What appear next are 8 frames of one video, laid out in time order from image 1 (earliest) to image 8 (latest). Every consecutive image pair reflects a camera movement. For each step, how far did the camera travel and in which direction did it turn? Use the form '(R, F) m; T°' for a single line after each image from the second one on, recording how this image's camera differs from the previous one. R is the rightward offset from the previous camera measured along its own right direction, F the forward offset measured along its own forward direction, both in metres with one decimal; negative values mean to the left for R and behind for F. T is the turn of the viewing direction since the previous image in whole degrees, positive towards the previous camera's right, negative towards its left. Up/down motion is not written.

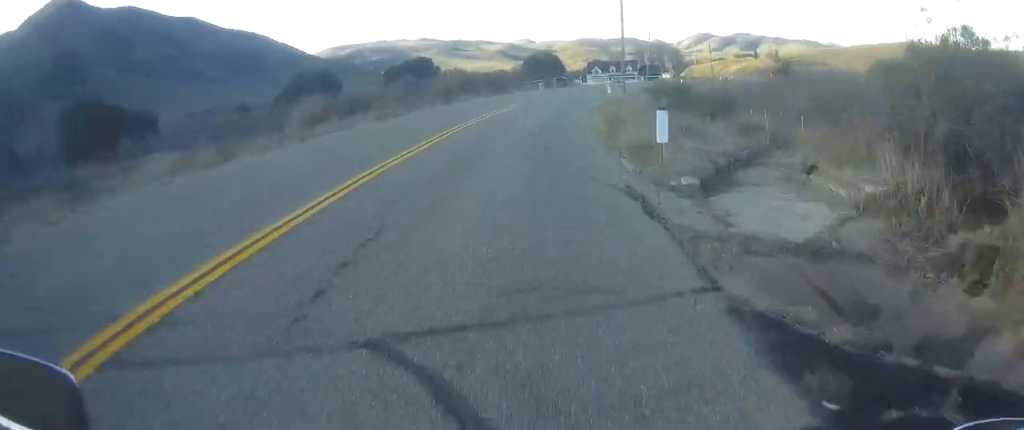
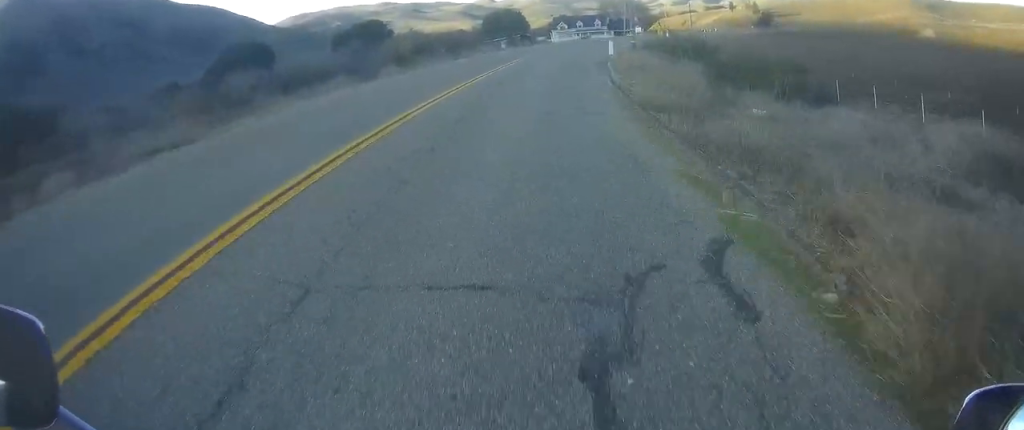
(+0.4, +17.2) m; +3°
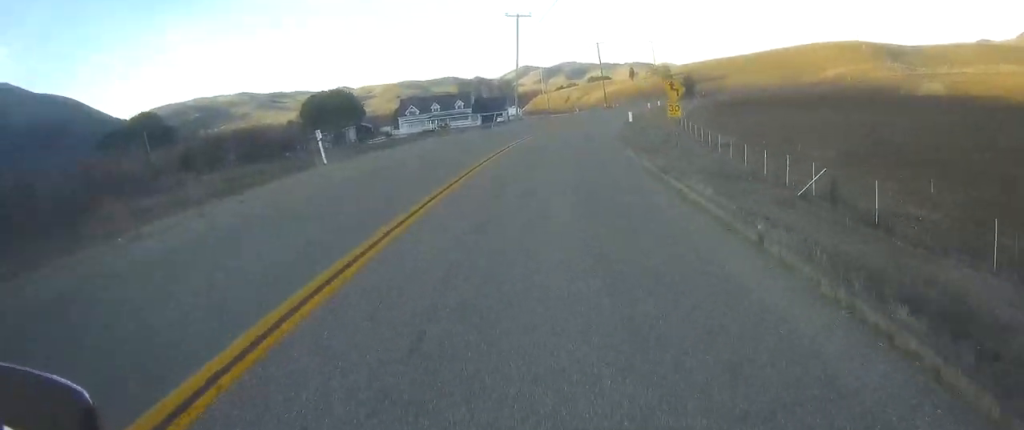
(+7.8, +61.1) m; +14°
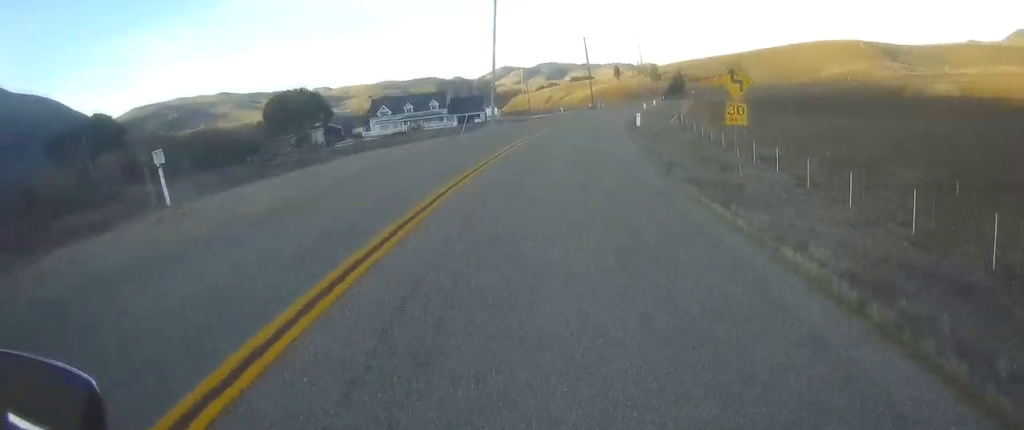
(+0.2, +10.5) m; +2°
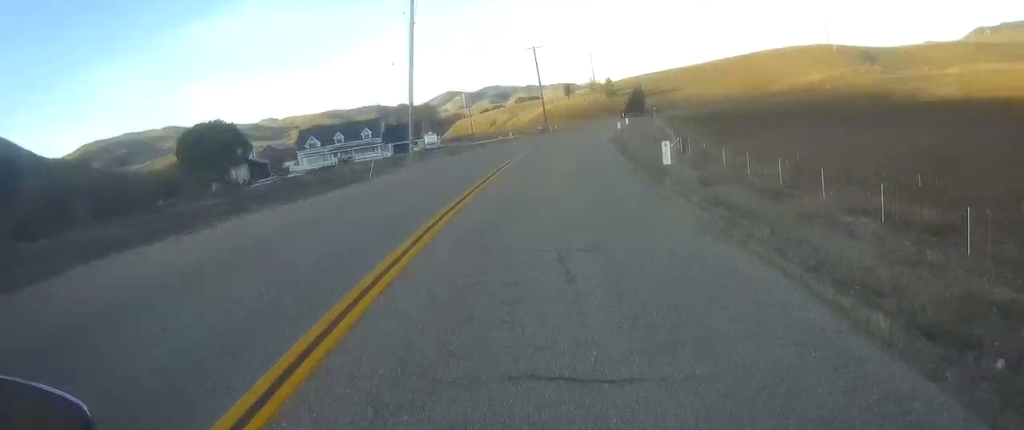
(+0.4, +16.8) m; +4°
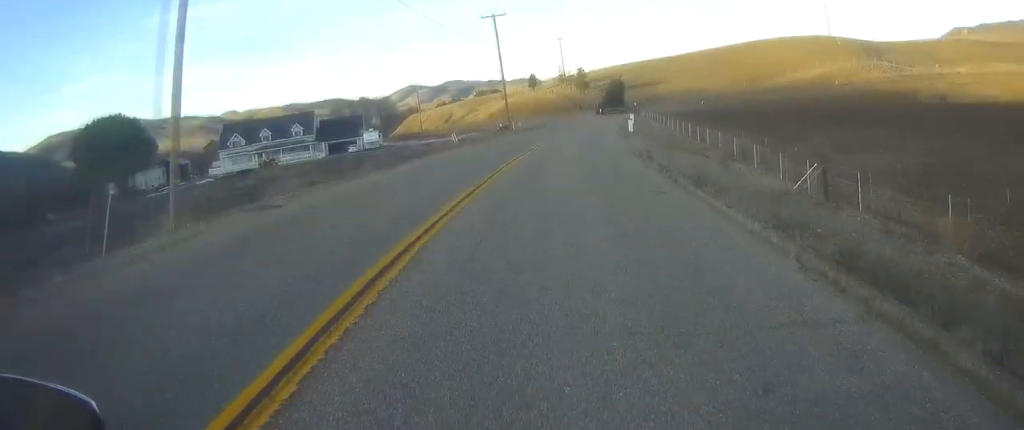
(+1.1, +22.8) m; +6°
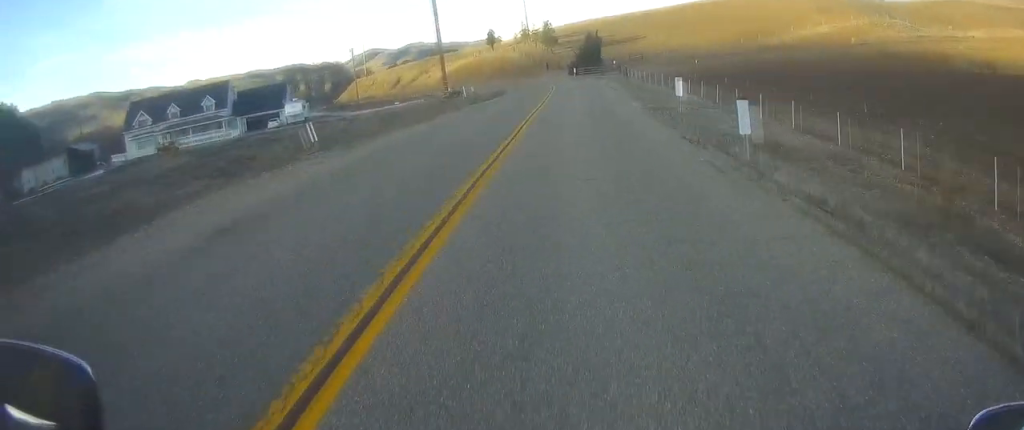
(+1.2, +23.8) m; +4°
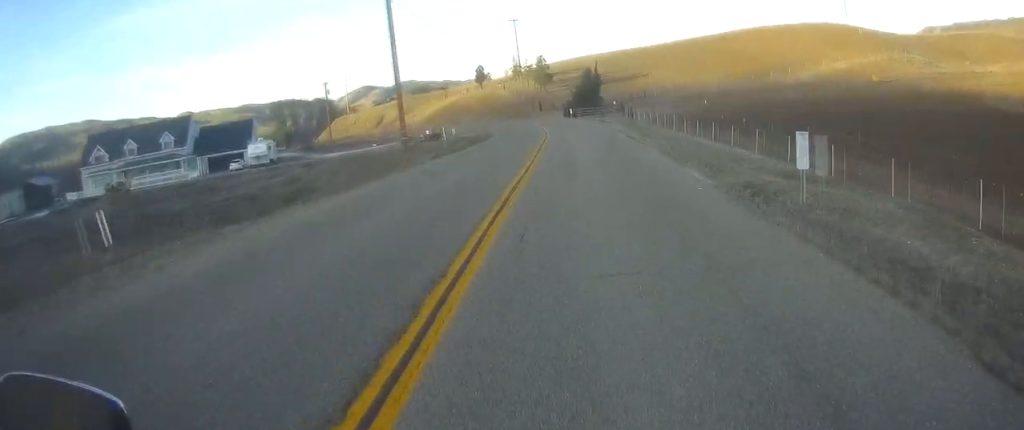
(+0.2, +11.4) m; +1°
